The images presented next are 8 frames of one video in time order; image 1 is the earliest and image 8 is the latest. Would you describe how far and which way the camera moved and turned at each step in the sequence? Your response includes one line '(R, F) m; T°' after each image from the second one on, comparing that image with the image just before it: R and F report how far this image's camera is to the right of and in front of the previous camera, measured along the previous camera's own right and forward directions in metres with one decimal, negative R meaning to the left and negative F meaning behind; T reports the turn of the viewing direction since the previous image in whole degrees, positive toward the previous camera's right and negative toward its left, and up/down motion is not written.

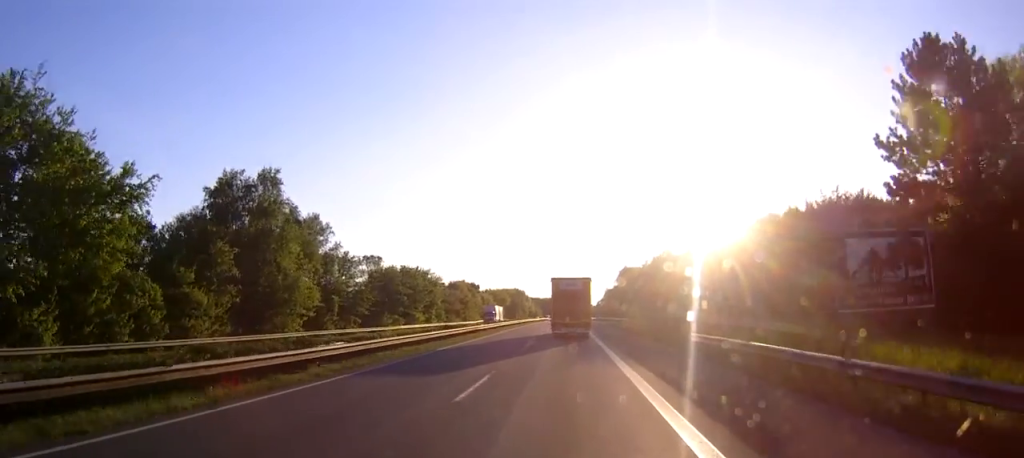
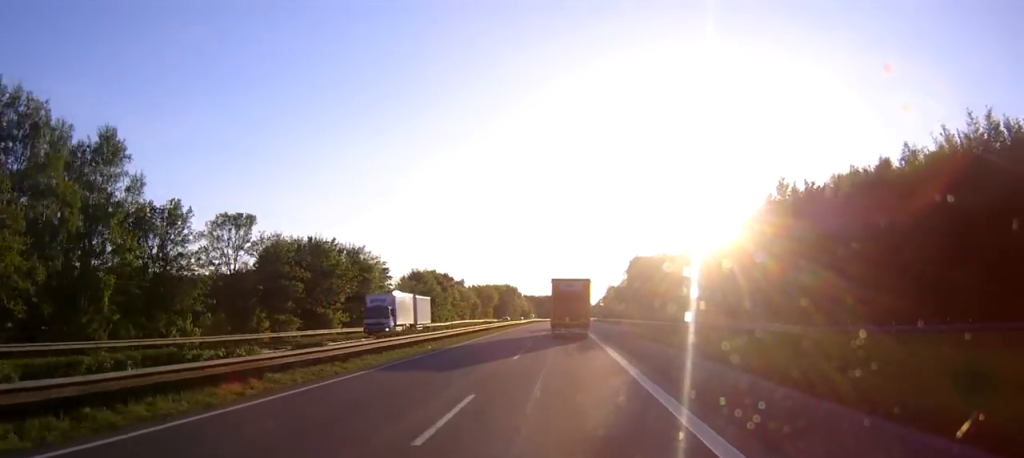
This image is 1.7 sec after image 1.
(+0.1, +41.0) m; 0°
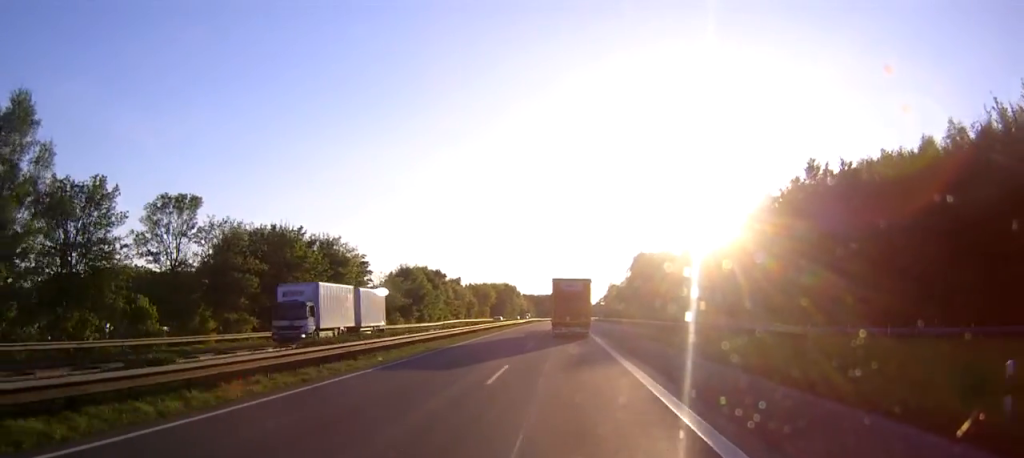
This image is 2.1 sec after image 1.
(0.0, +9.7) m; 0°
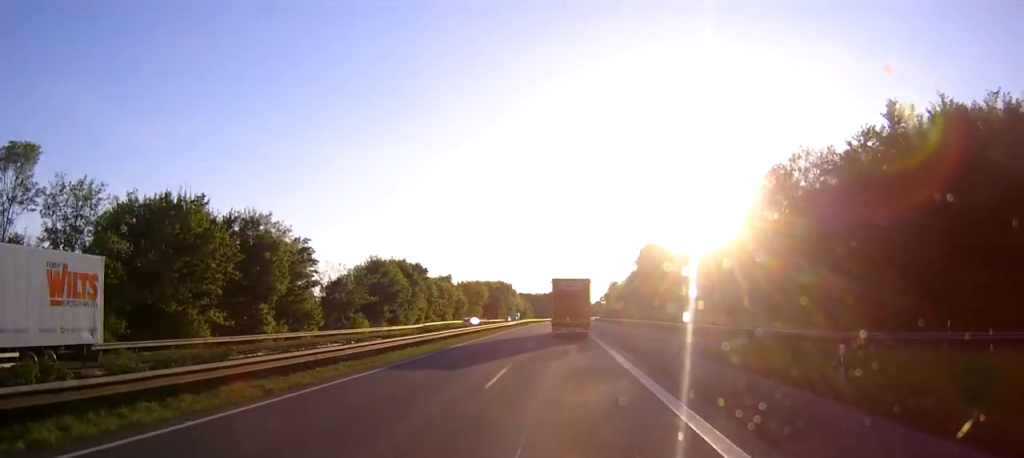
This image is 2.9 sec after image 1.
(-0.1, +18.7) m; 0°
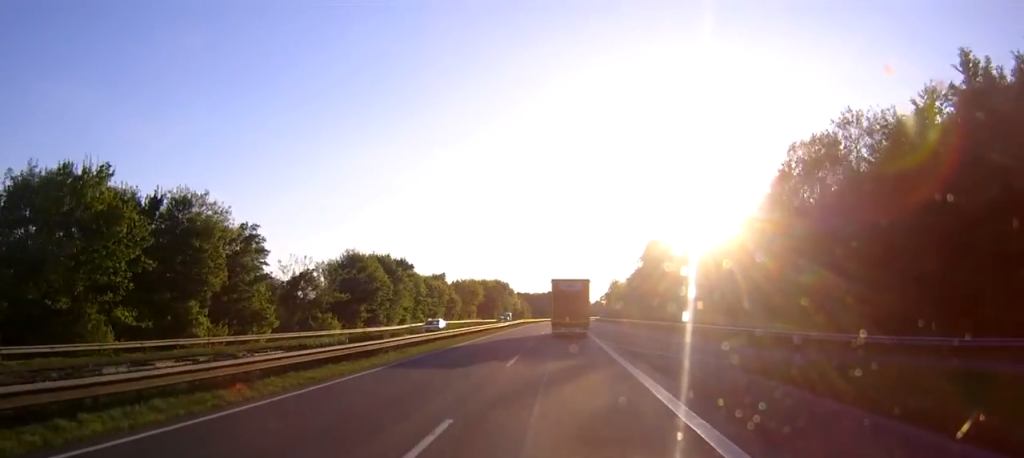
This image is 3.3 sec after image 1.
(+0.1, +11.4) m; 0°
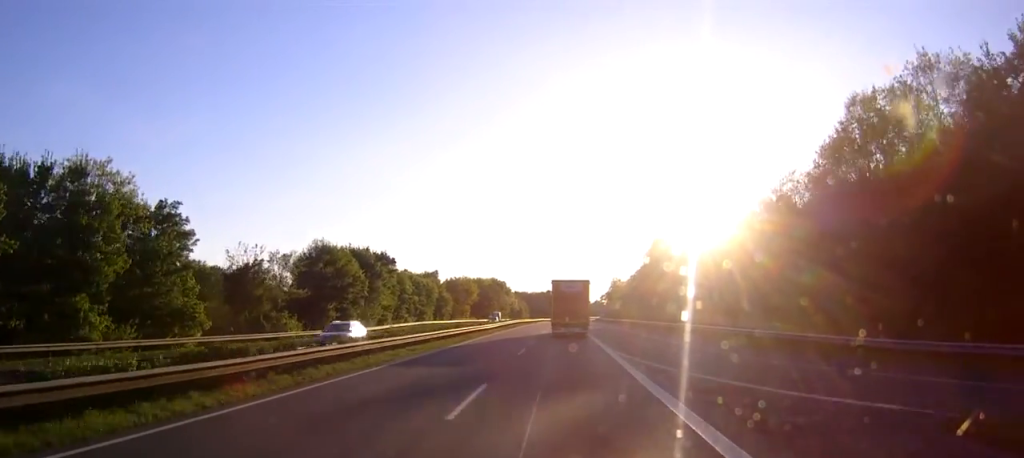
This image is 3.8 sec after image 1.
(0.0, +12.2) m; 0°
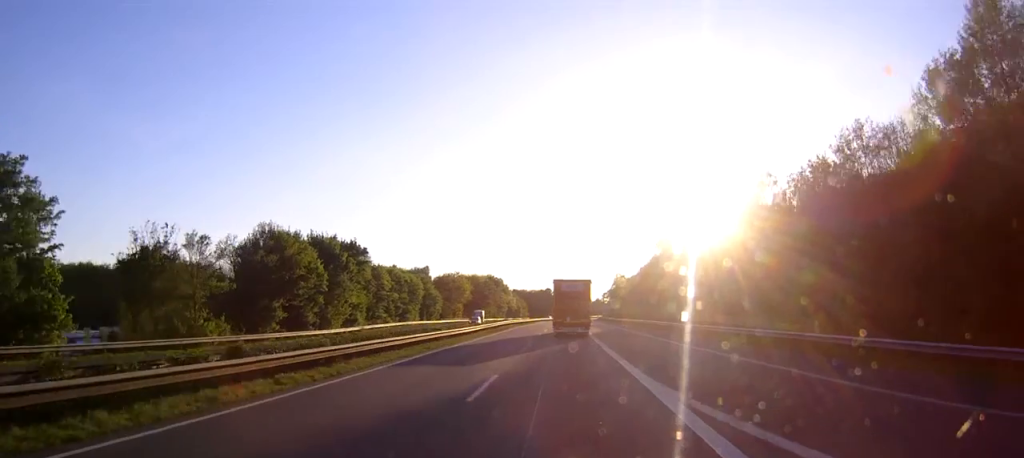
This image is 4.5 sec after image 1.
(0.0, +15.5) m; 0°
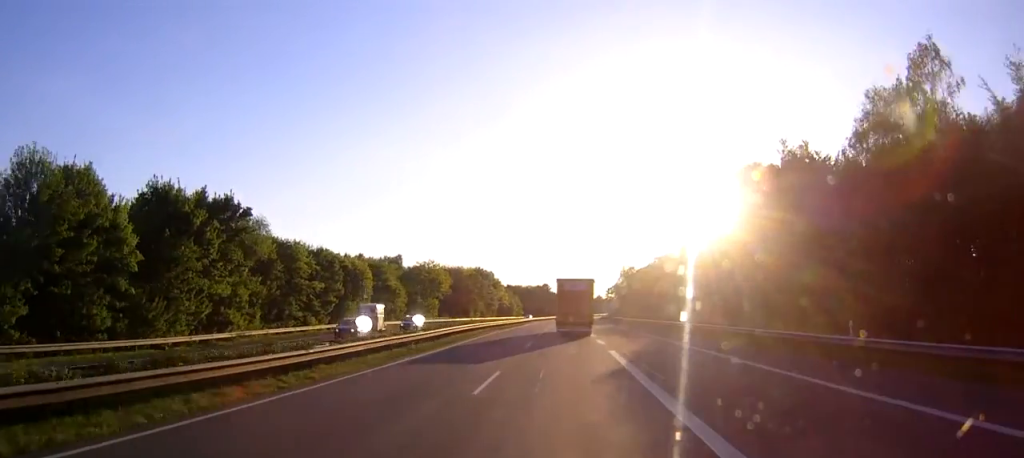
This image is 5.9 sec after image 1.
(+0.1, +35.0) m; 0°
